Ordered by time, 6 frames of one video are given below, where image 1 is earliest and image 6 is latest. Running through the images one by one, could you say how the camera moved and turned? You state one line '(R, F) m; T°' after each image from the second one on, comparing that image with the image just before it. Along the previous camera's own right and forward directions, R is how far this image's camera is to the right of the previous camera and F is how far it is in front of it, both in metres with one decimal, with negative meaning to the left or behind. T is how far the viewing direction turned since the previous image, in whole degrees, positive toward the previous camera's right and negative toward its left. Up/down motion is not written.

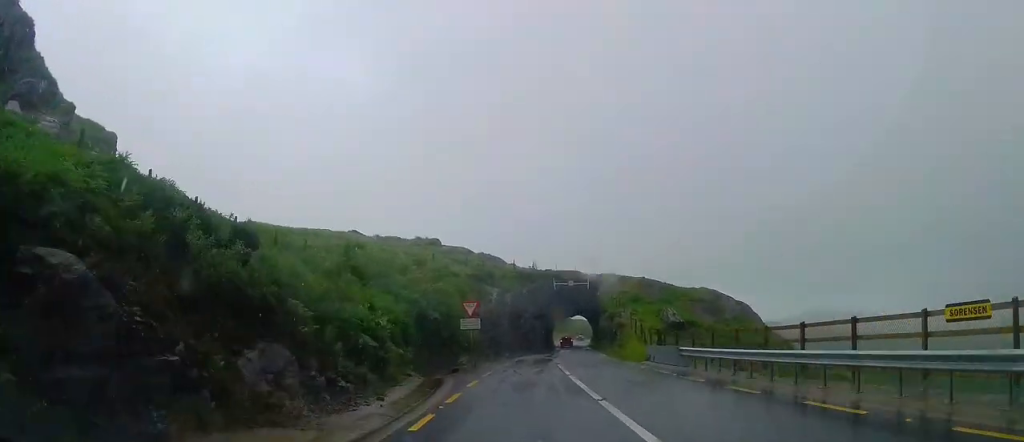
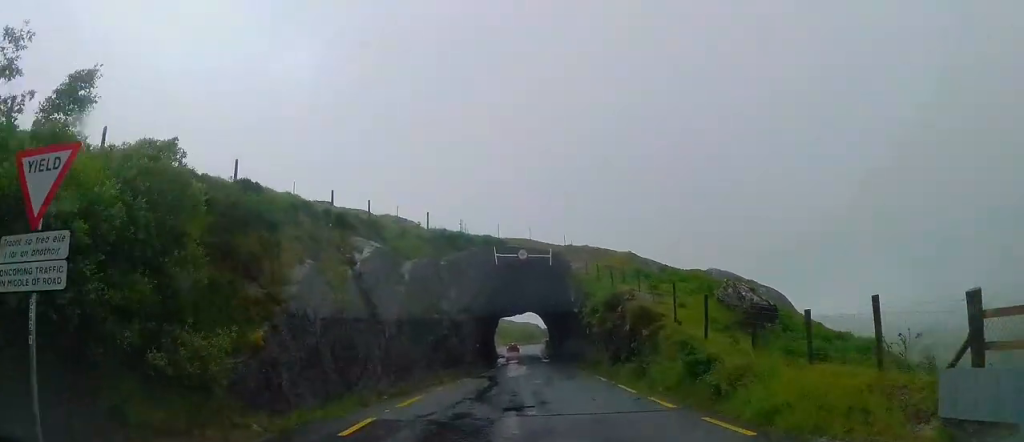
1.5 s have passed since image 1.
(+1.0, +23.3) m; +4°
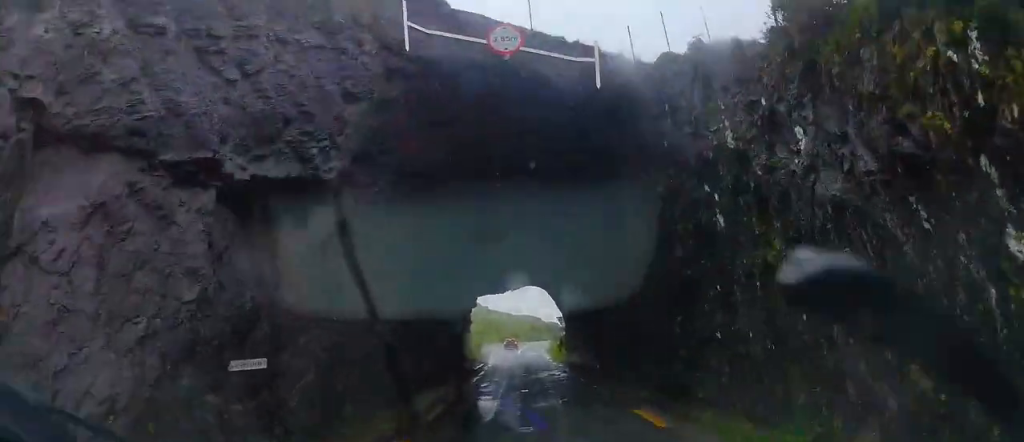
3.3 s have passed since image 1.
(+1.1, +27.2) m; +2°
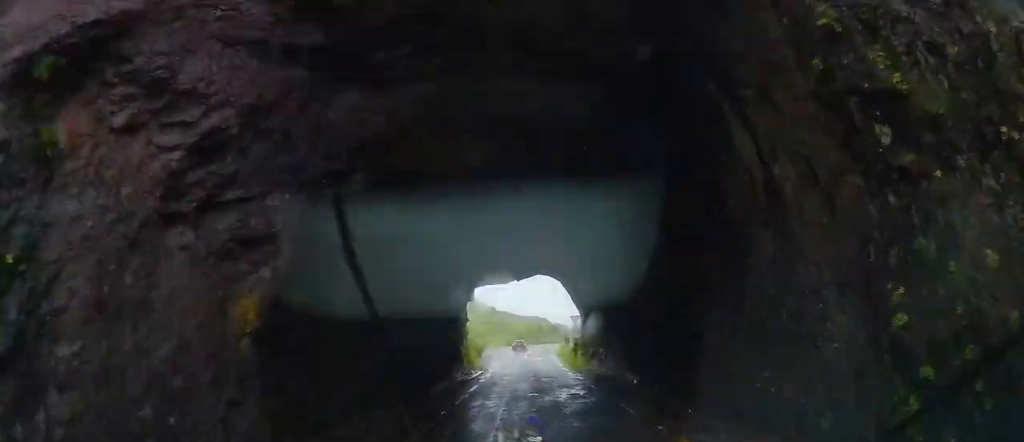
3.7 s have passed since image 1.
(-0.2, +6.8) m; -1°
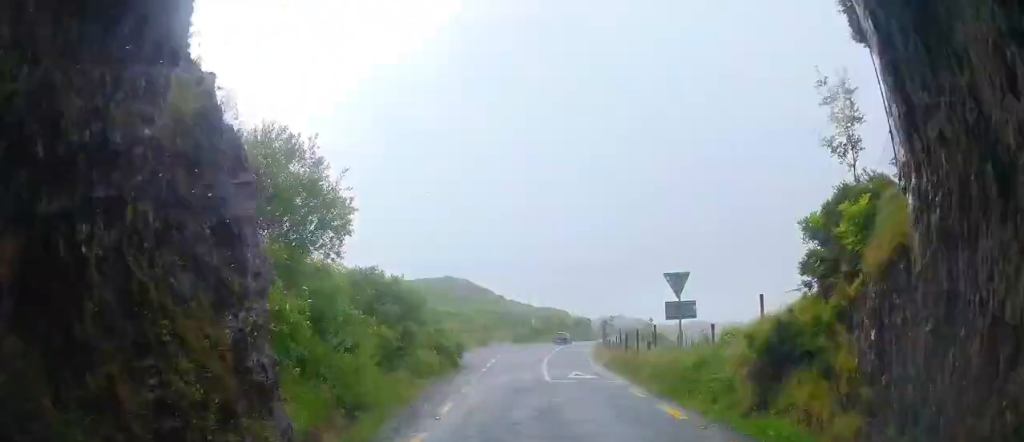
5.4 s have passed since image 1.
(-0.7, +27.0) m; -1°
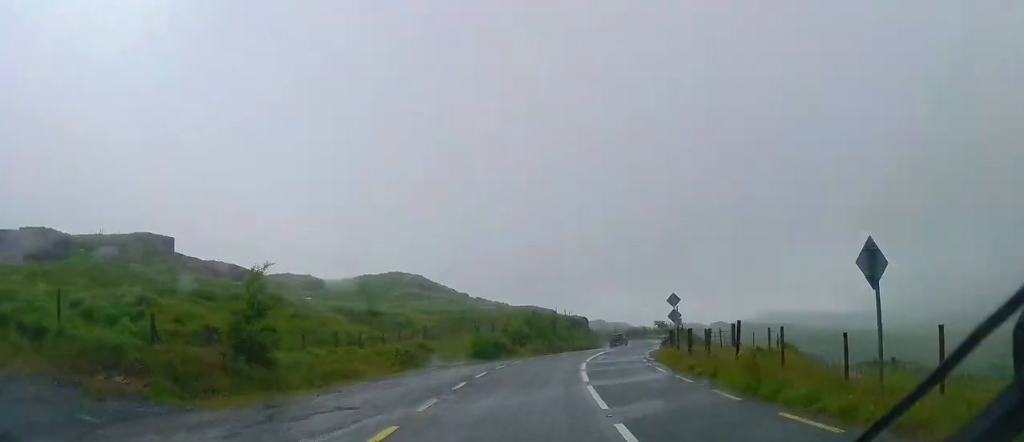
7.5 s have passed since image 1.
(+0.8, +34.4) m; +2°
